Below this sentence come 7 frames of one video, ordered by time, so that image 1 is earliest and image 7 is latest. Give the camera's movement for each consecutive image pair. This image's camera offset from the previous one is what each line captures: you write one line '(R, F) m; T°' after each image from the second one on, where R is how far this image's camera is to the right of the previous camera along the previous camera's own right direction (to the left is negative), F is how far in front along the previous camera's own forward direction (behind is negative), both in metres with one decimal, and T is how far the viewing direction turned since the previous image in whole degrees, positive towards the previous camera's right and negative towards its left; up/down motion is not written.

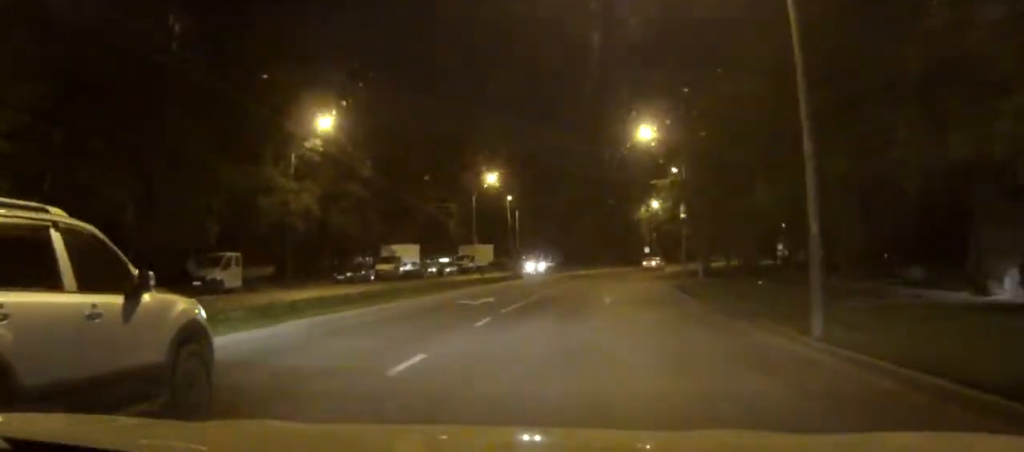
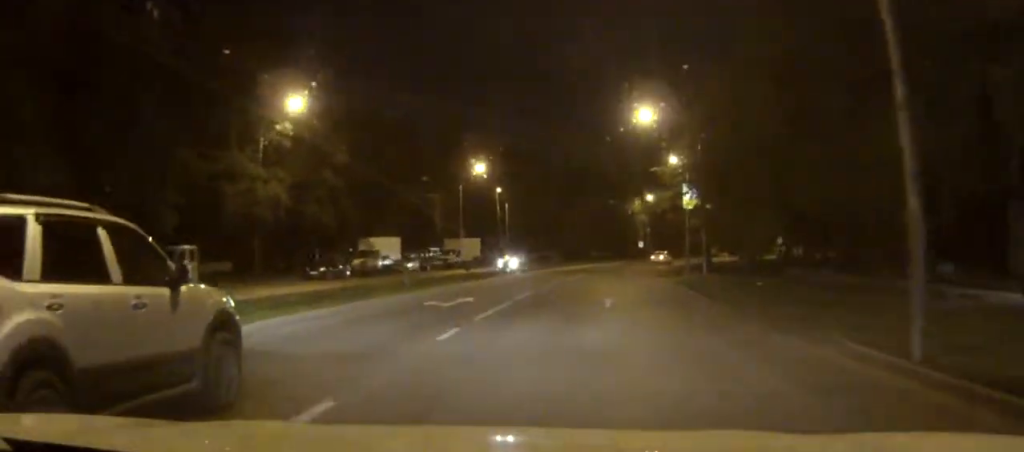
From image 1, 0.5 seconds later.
(+0.1, +4.3) m; +1°
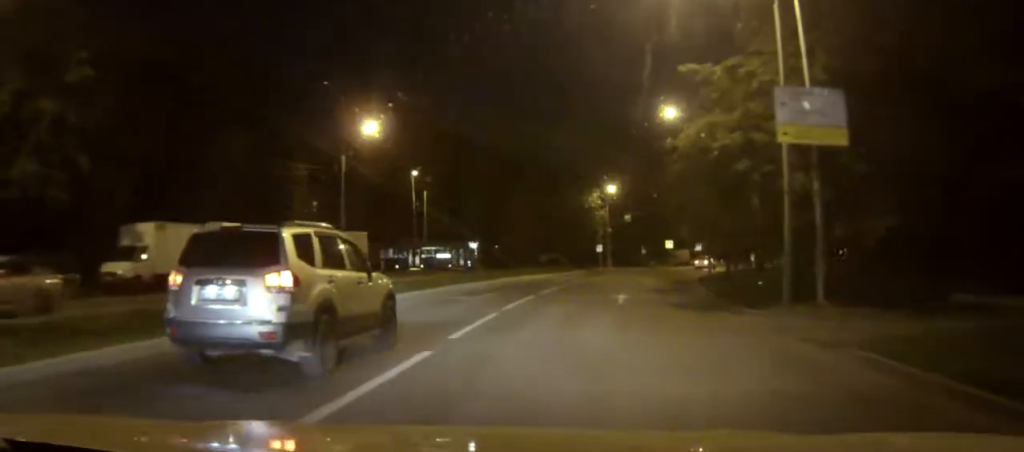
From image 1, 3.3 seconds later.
(+1.1, +28.7) m; +4°
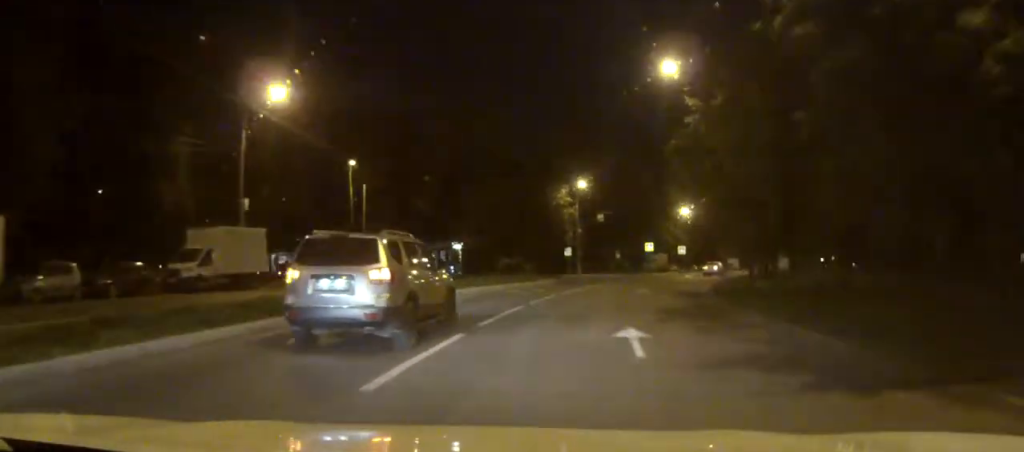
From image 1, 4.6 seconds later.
(+0.3, +13.5) m; +3°
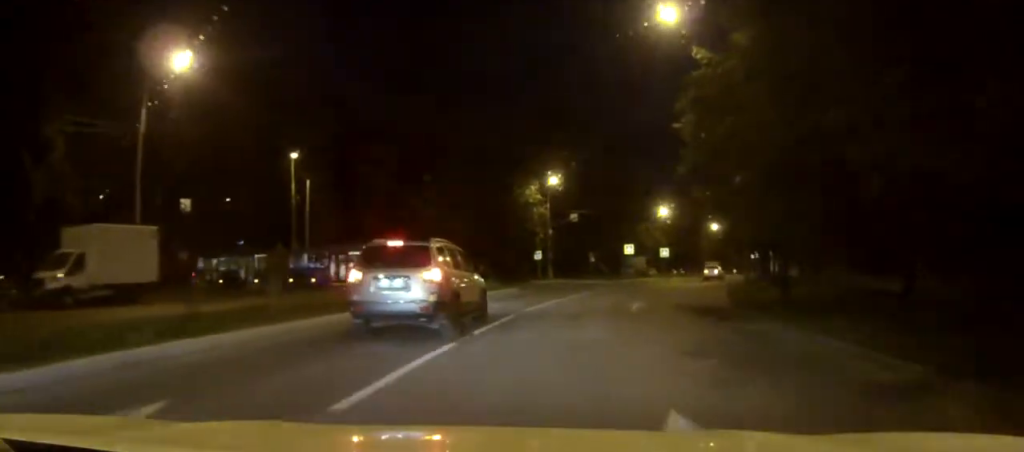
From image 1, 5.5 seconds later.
(+0.2, +9.1) m; +3°
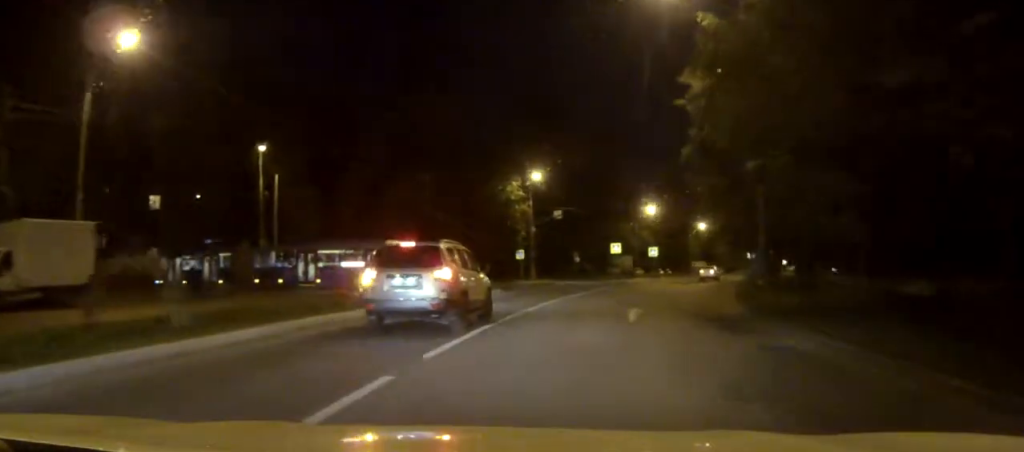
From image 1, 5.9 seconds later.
(+0.1, +4.0) m; +1°
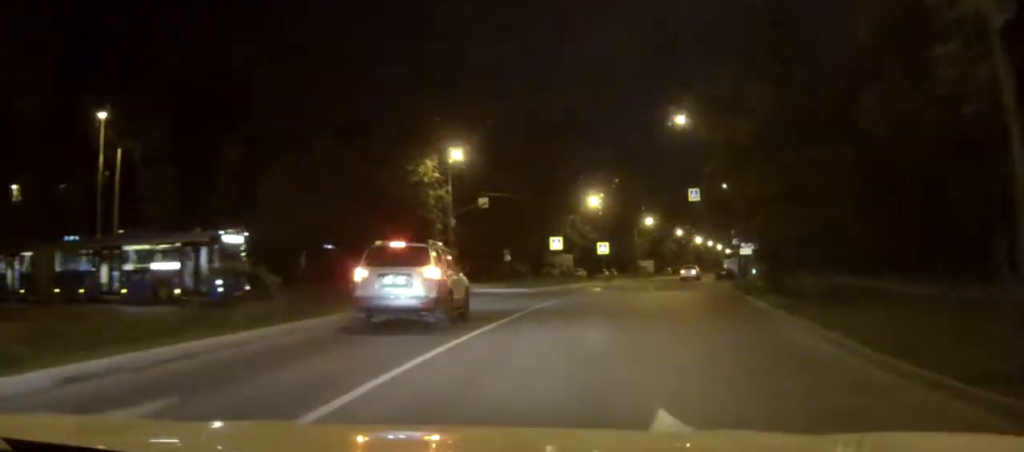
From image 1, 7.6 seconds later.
(+0.6, +16.4) m; +4°
